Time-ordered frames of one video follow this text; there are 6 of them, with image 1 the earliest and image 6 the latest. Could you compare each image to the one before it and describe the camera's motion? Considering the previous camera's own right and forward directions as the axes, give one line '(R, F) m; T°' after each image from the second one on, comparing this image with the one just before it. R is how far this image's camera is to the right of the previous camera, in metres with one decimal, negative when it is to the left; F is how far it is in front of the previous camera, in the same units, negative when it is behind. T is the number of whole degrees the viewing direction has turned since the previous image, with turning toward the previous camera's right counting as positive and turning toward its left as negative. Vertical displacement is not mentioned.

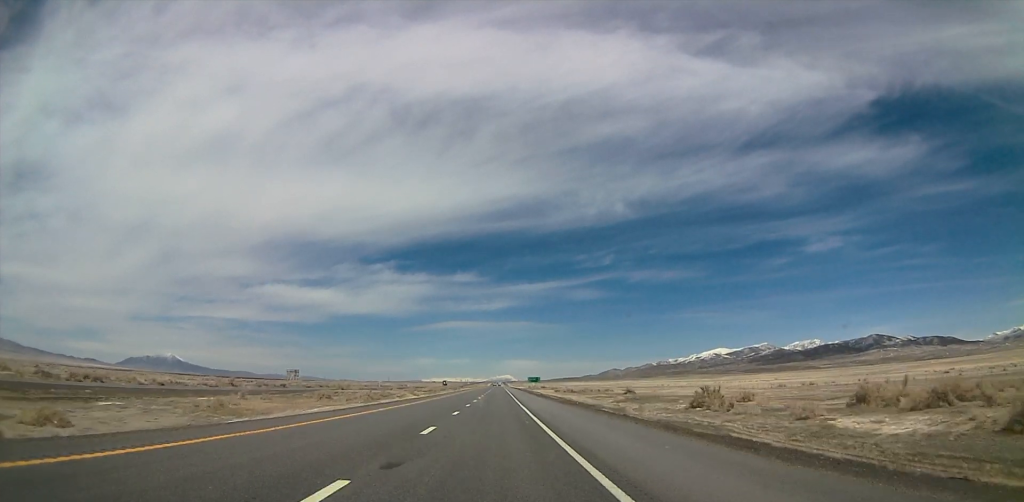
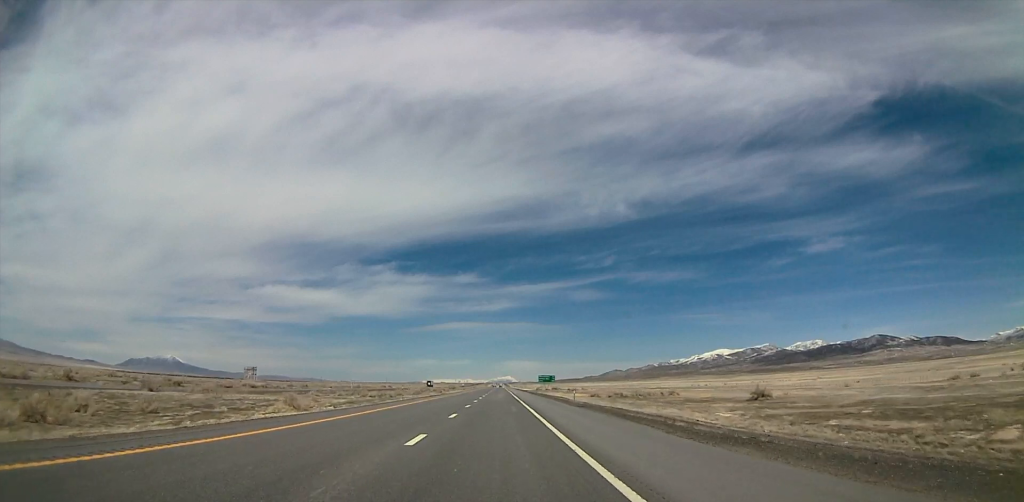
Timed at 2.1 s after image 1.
(+1.3, +64.3) m; 0°
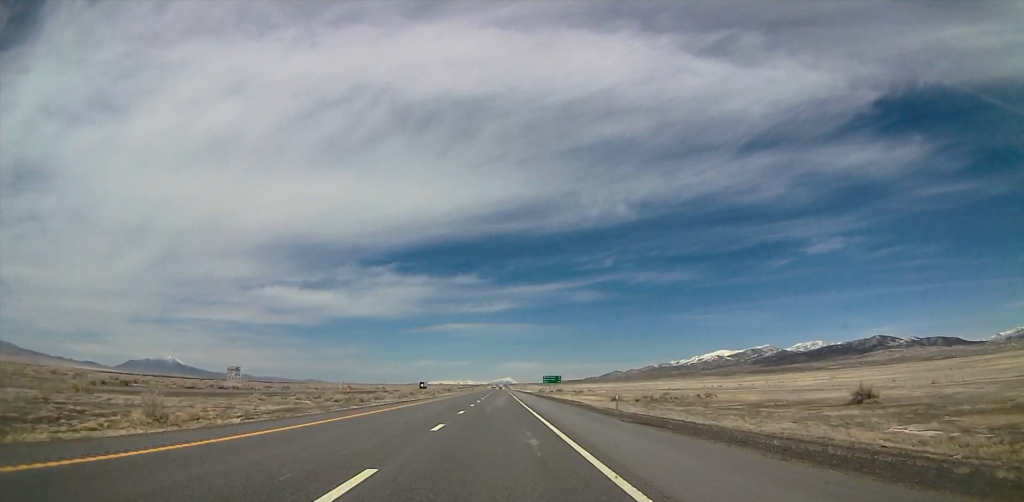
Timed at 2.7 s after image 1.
(-0.4, +19.5) m; -1°
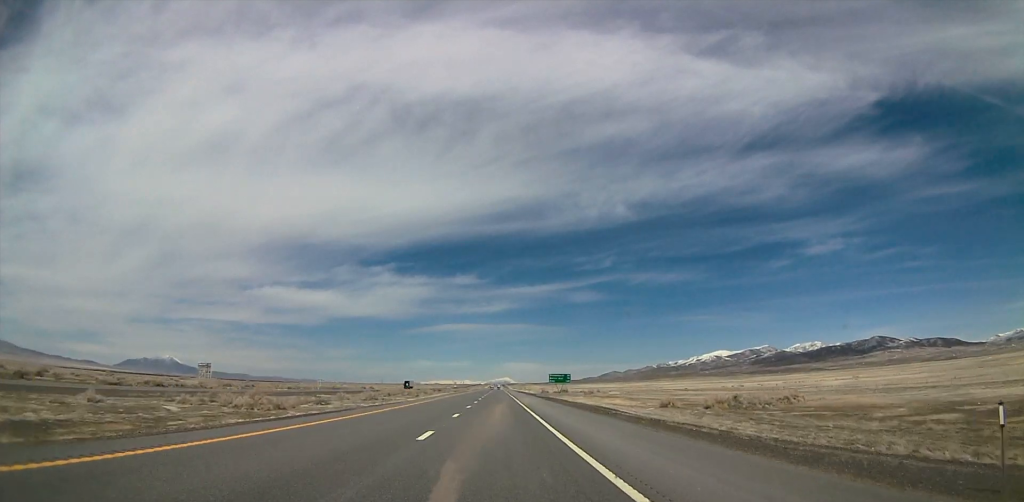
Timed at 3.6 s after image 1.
(0.0, +28.0) m; -1°
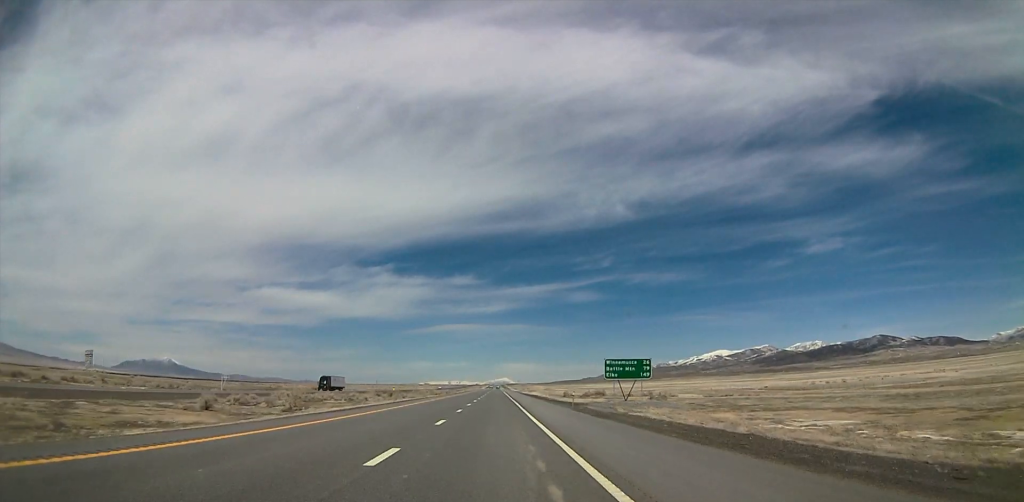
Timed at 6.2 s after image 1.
(+2.4, +79.9) m; +2°
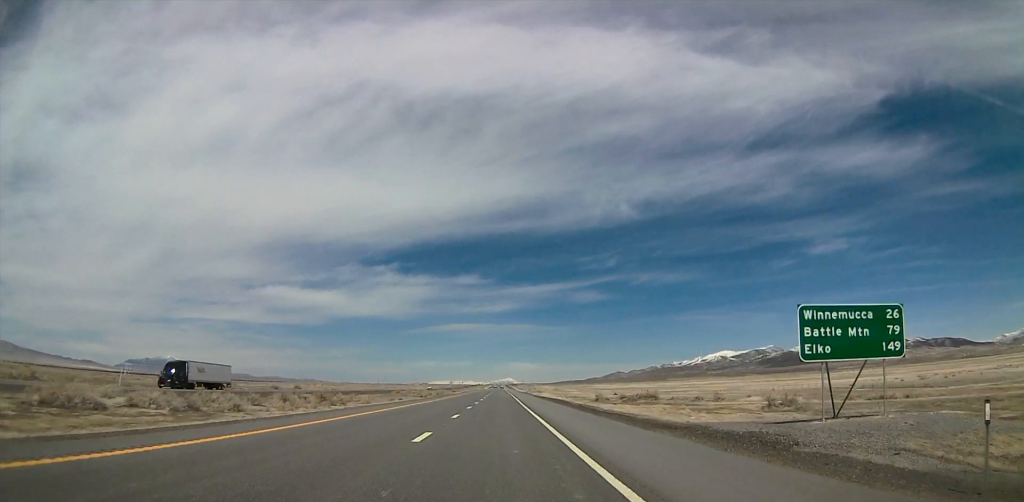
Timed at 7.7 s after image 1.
(-0.7, +44.0) m; +1°
